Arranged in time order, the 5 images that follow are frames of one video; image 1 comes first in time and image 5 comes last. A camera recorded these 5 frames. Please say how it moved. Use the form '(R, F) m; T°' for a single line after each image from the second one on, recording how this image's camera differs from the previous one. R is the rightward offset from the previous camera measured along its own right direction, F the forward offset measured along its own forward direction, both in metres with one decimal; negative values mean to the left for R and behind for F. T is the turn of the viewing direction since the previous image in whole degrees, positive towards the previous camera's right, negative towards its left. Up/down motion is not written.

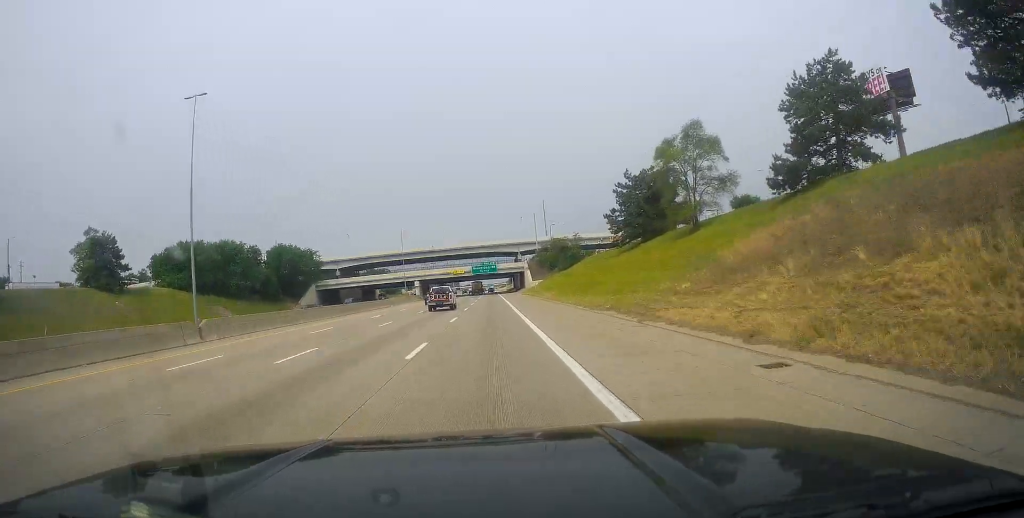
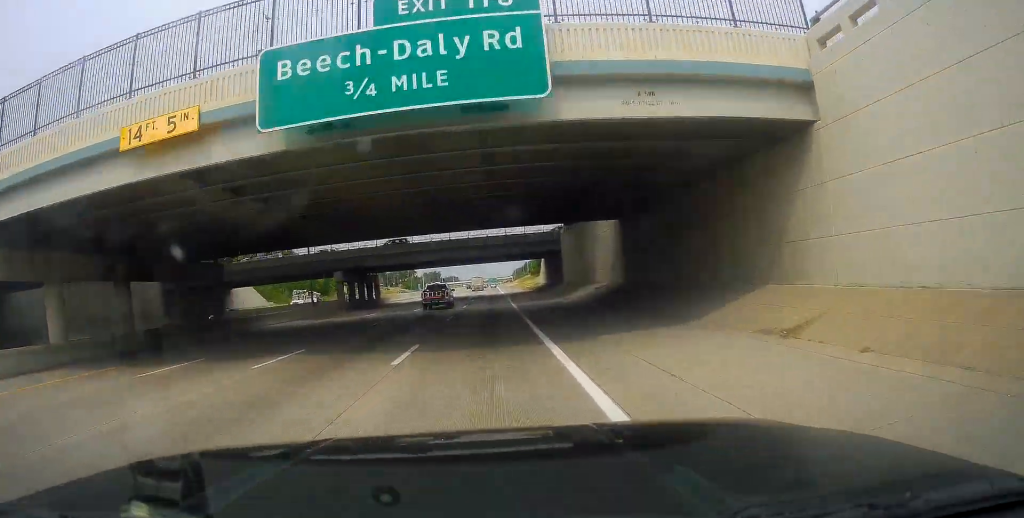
(-0.6, +122.4) m; -1°
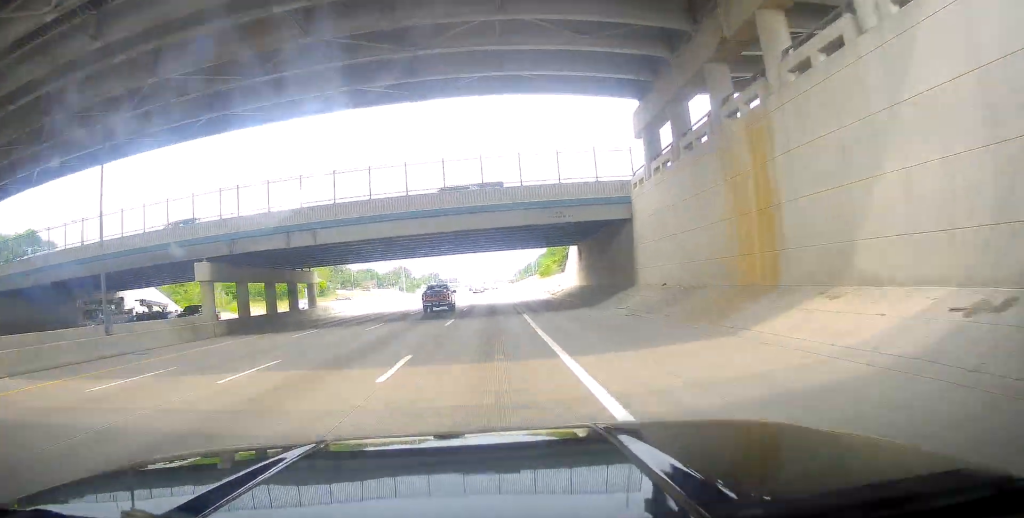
(+0.6, +32.4) m; +2°
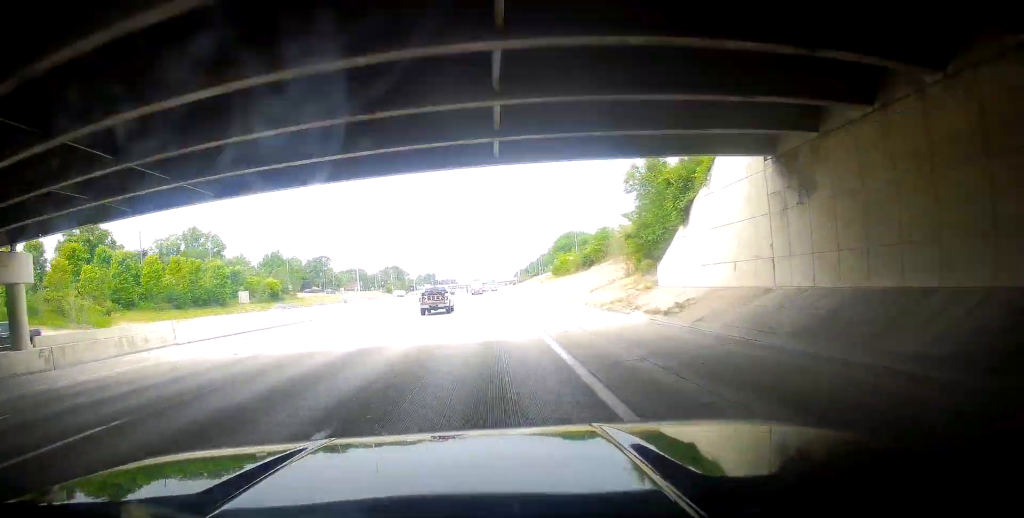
(+0.4, +38.0) m; 0°
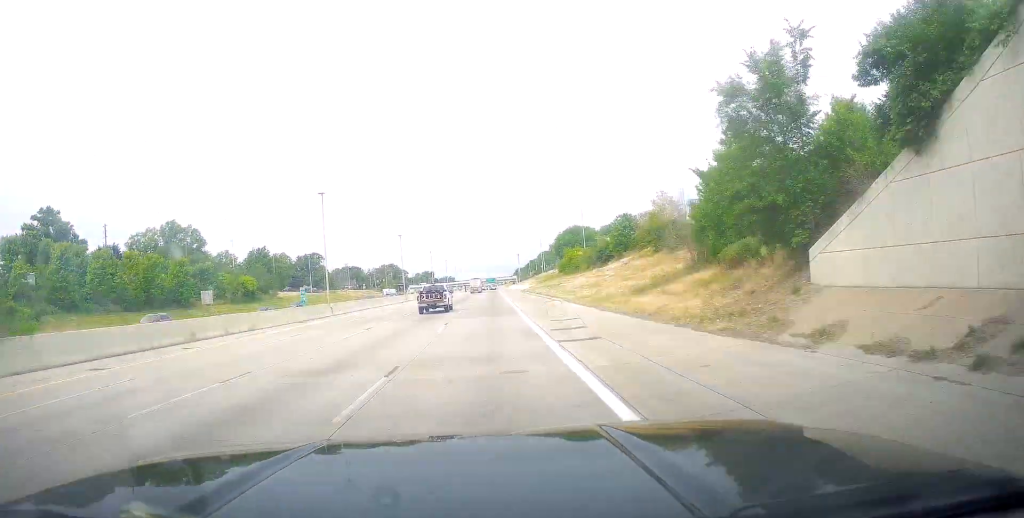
(-0.2, +14.1) m; 0°
